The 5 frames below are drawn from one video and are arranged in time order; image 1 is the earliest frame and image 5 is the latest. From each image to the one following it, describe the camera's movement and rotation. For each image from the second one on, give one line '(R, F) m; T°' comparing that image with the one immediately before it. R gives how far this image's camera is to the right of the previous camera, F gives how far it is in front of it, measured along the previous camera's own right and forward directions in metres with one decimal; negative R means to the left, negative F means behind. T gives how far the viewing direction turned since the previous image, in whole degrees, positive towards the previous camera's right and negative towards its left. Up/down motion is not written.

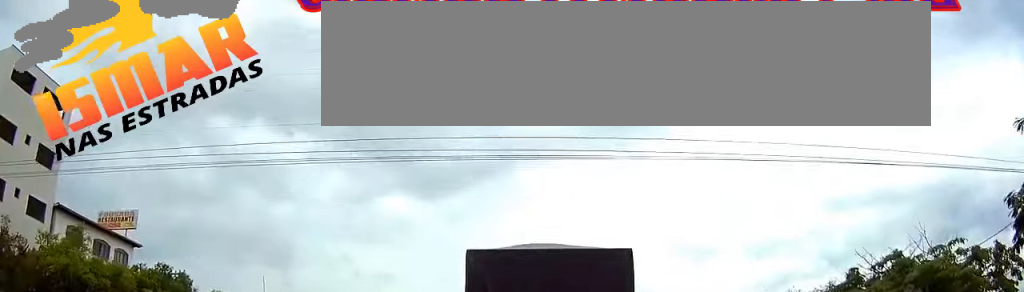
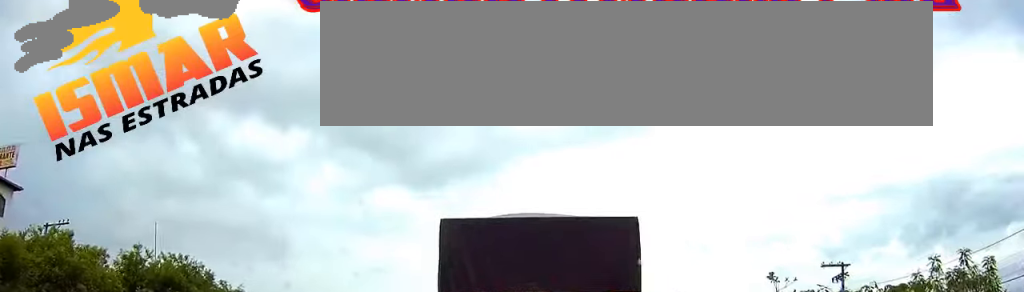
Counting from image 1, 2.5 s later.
(-0.3, +14.2) m; -2°
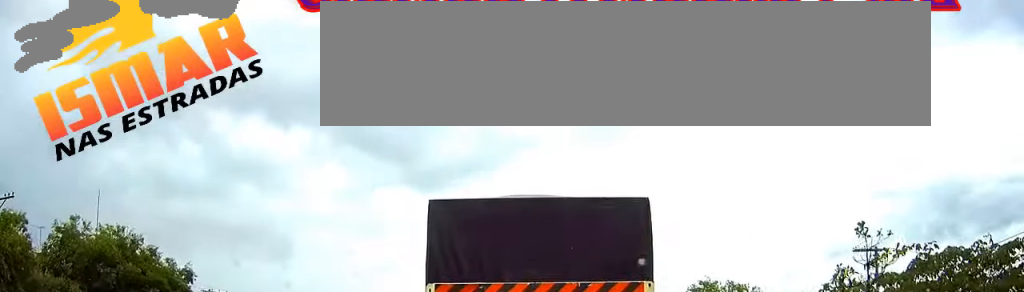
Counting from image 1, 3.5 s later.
(+0.1, +5.4) m; +2°
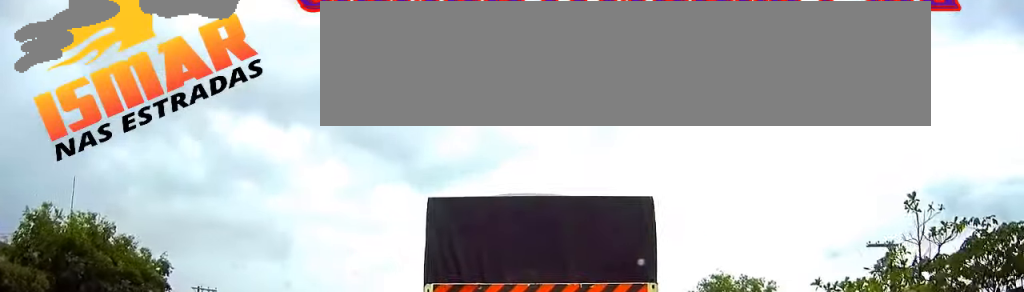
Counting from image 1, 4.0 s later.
(0.0, +2.2) m; +1°
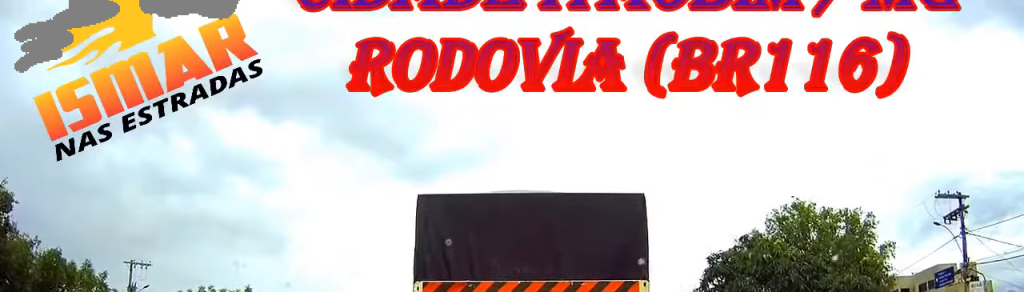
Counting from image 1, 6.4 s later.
(0.0, +9.8) m; -4°
